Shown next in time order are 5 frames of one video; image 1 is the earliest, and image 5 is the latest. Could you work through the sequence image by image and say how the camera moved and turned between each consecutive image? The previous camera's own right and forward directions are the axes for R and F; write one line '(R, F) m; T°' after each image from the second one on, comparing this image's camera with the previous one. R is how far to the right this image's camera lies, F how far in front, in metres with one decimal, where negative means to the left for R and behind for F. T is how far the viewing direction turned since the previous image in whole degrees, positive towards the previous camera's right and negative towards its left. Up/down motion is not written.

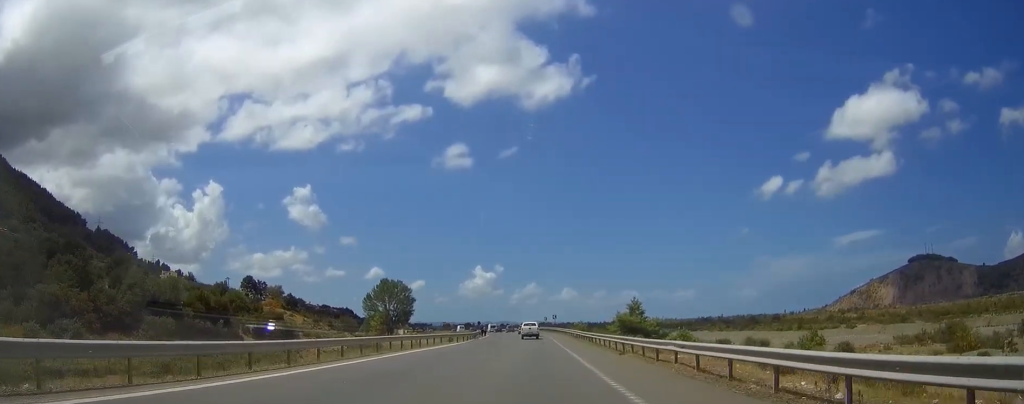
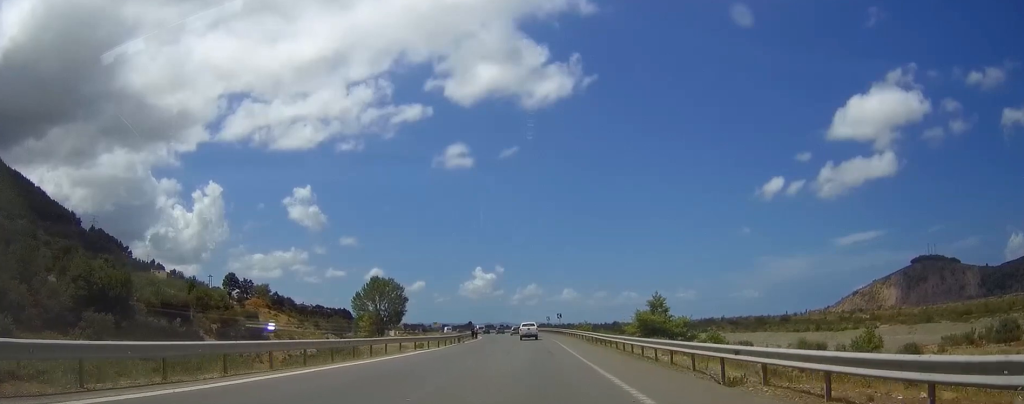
(0.0, +17.3) m; 0°
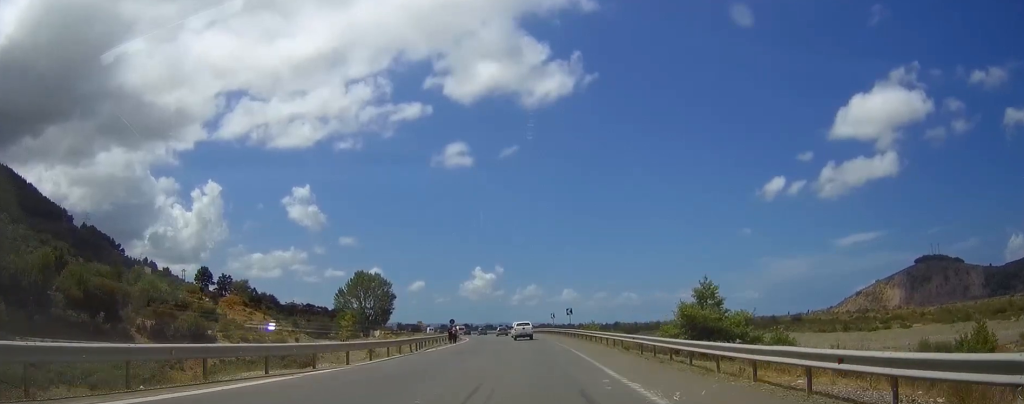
(-0.1, +23.4) m; 0°
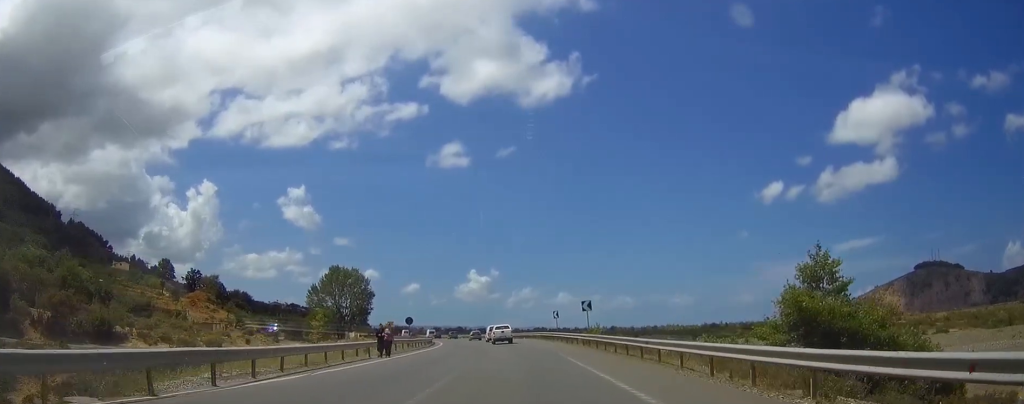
(+0.1, +25.1) m; 0°
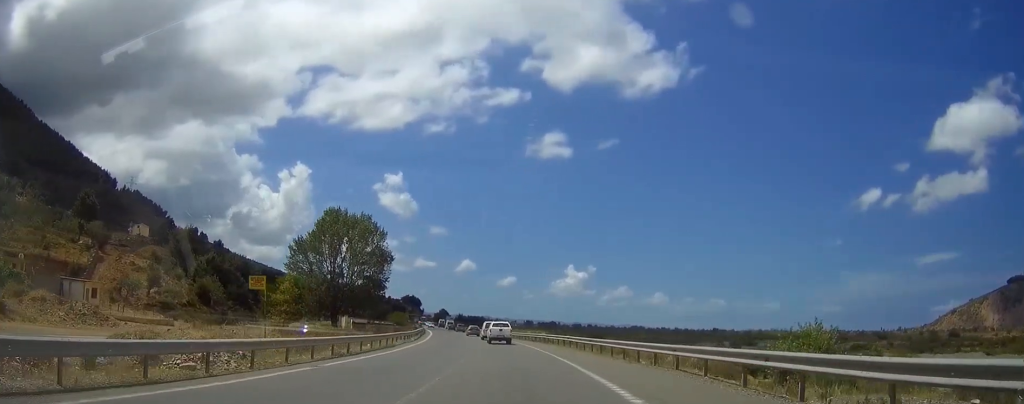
(-2.4, +82.9) m; -5°
